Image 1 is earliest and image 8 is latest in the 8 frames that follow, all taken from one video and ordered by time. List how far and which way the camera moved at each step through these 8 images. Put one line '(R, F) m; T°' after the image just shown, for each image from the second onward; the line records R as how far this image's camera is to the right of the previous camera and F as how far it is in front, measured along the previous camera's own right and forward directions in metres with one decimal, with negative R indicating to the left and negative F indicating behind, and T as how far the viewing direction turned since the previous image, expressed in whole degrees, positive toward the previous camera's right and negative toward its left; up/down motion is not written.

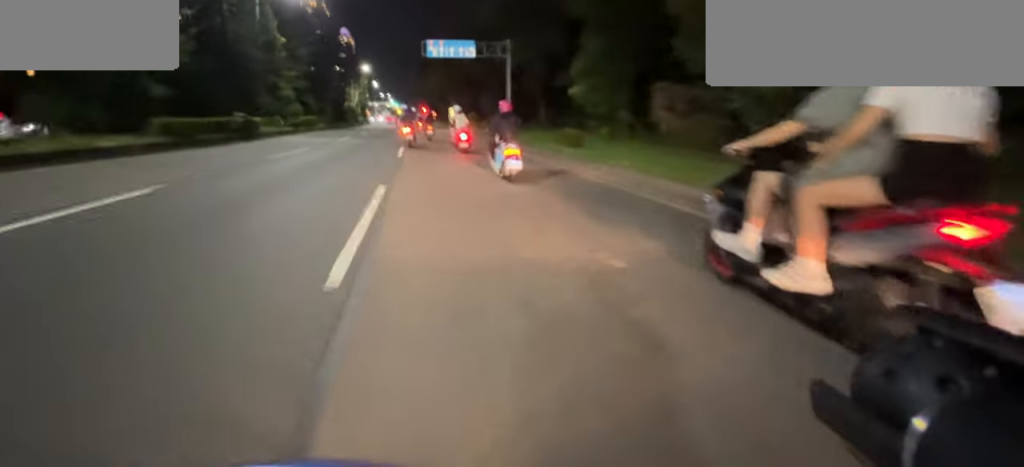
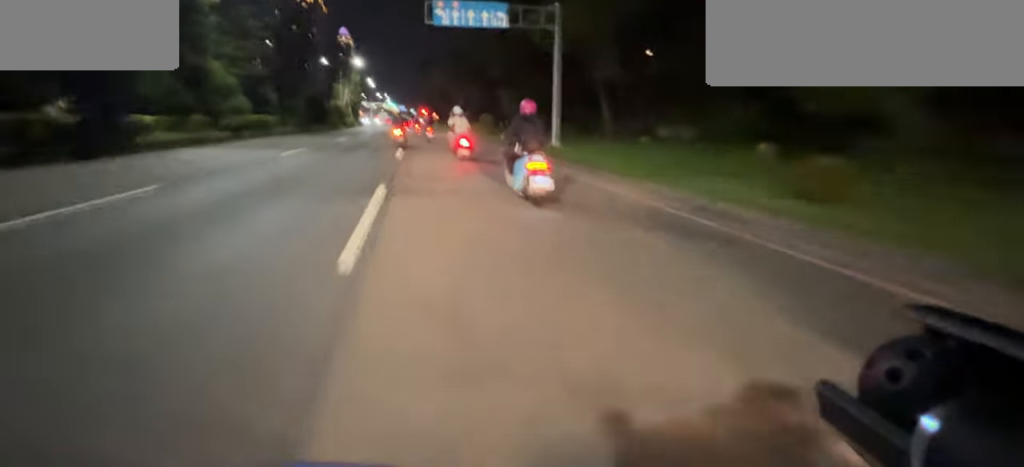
(-0.1, +7.2) m; -1°
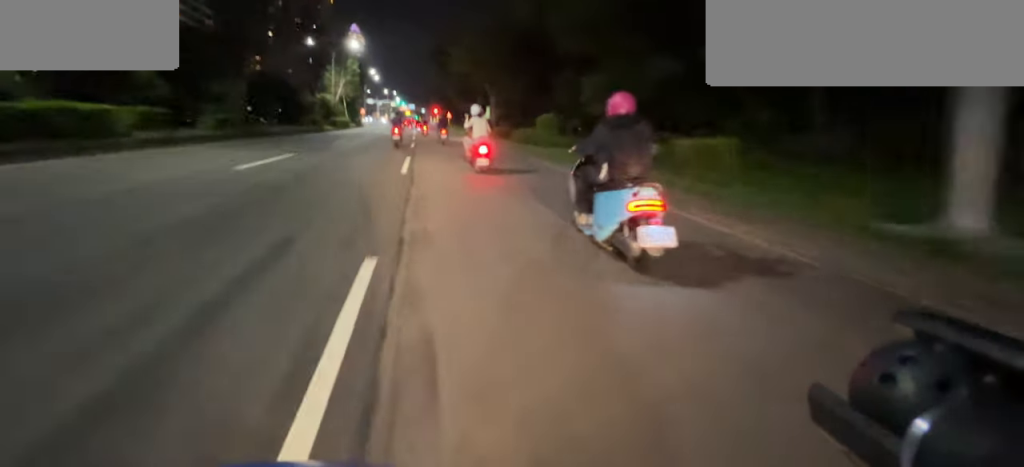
(-0.1, +10.4) m; 0°
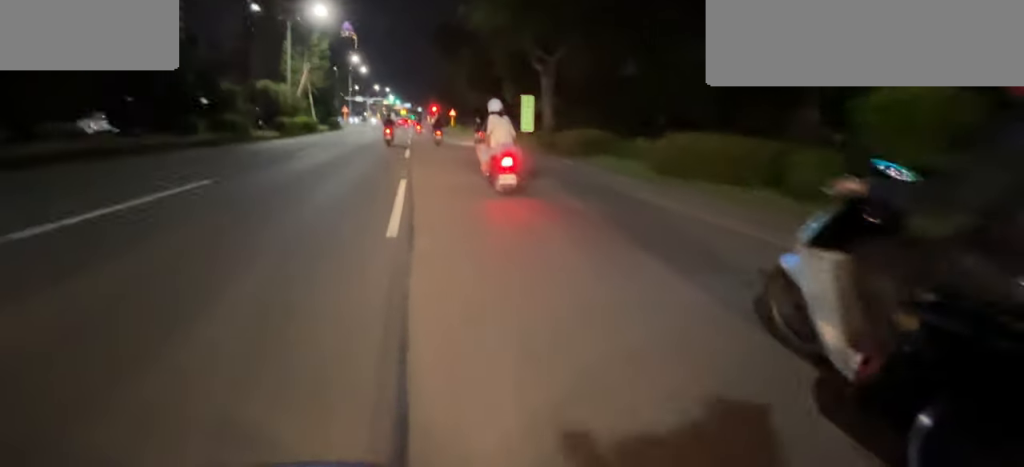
(0.0, +12.8) m; 0°
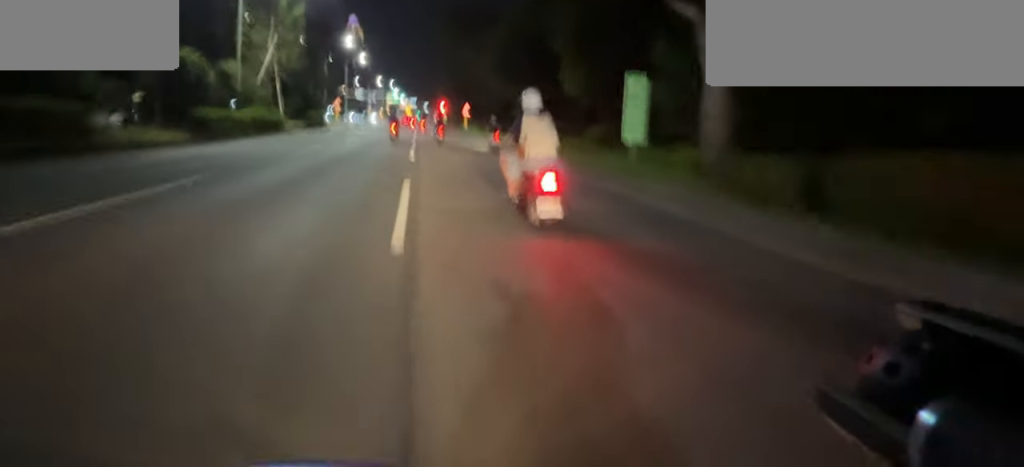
(0.0, +10.4) m; 0°
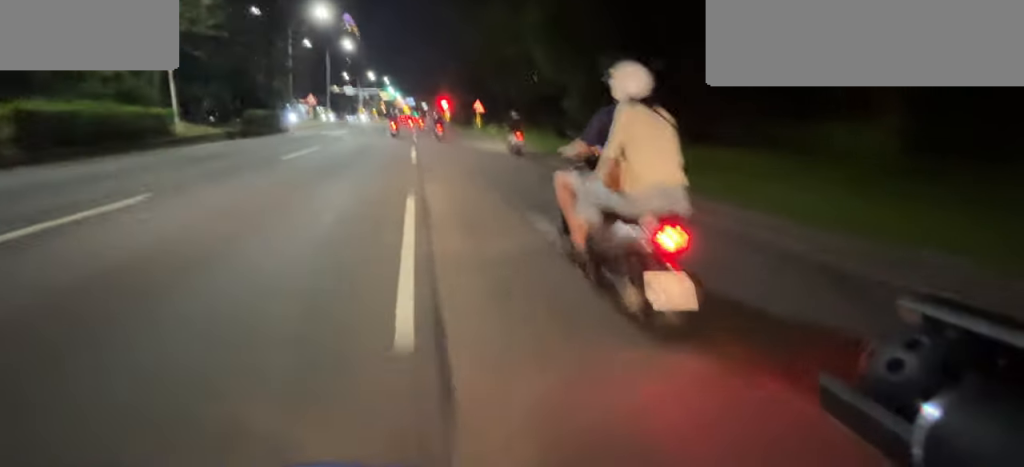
(0.0, +12.7) m; 0°
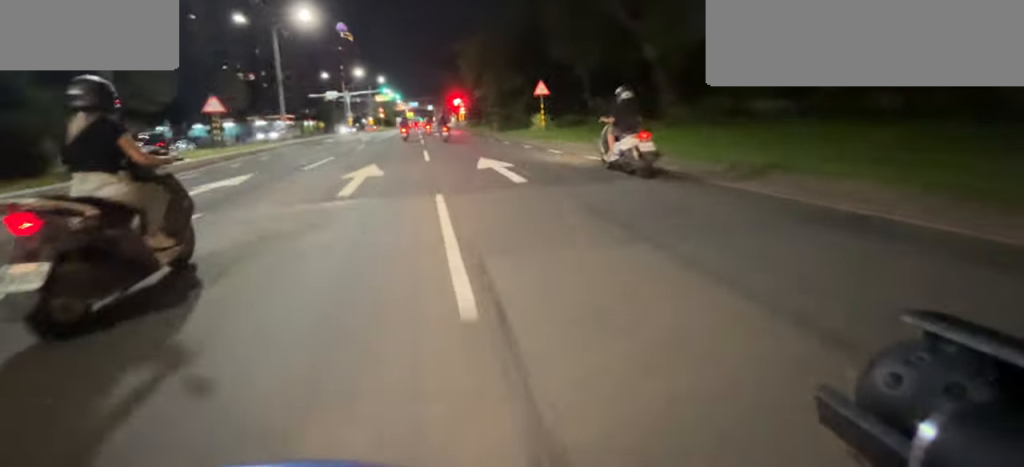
(-0.1, +25.0) m; 0°
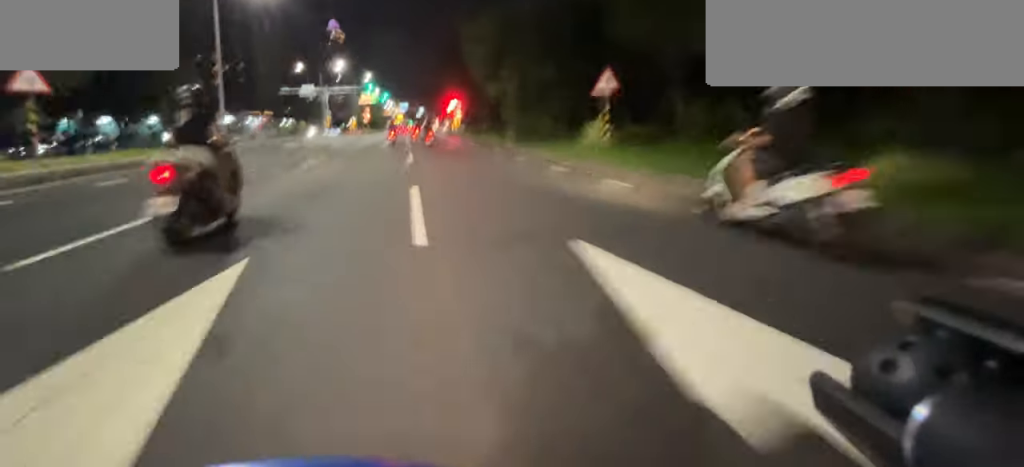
(-0.1, +11.3) m; 0°
